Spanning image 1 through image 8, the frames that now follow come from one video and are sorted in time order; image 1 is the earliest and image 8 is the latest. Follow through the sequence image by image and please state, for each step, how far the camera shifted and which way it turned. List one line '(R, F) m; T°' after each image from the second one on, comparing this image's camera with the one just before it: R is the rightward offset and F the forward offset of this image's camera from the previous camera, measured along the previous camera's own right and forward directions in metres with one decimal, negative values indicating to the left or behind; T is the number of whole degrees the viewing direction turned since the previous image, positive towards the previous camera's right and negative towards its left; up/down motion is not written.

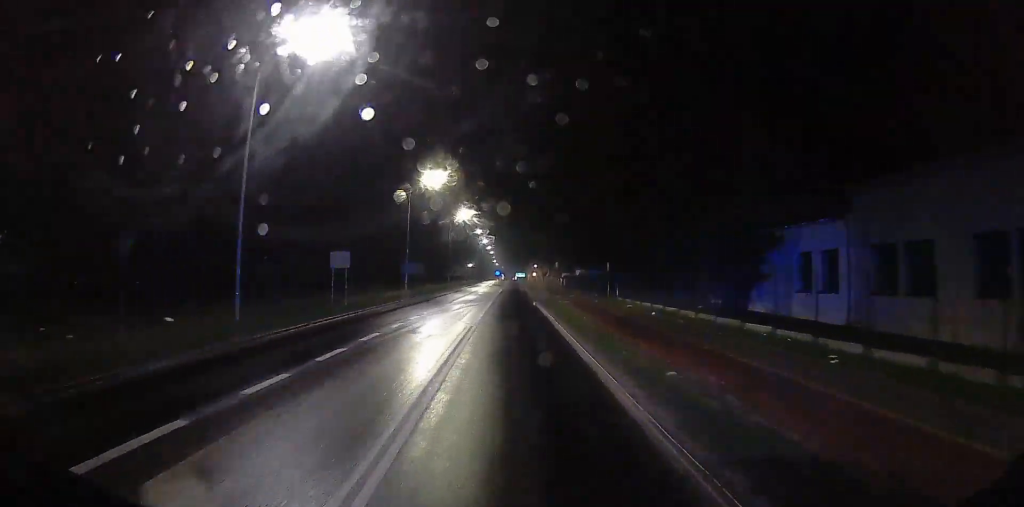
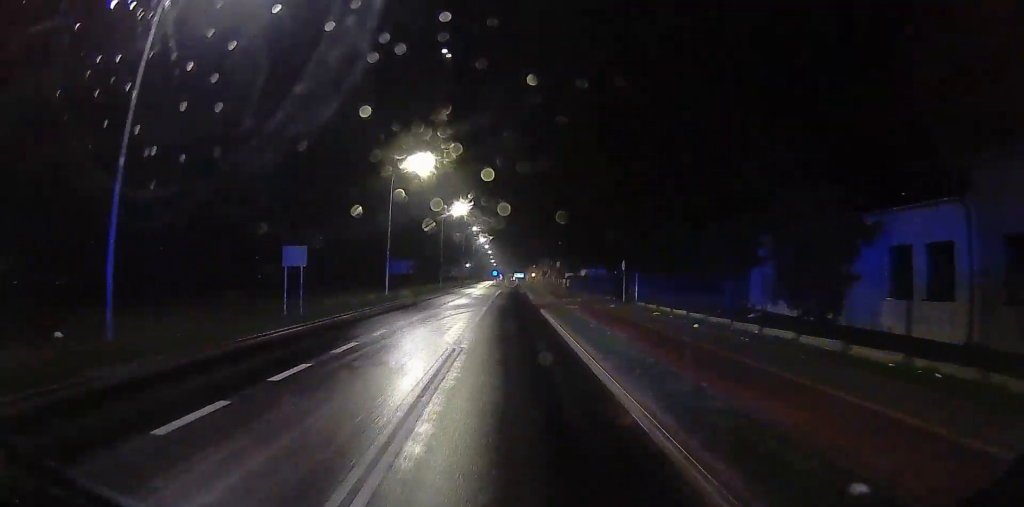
(0.0, +6.8) m; 0°
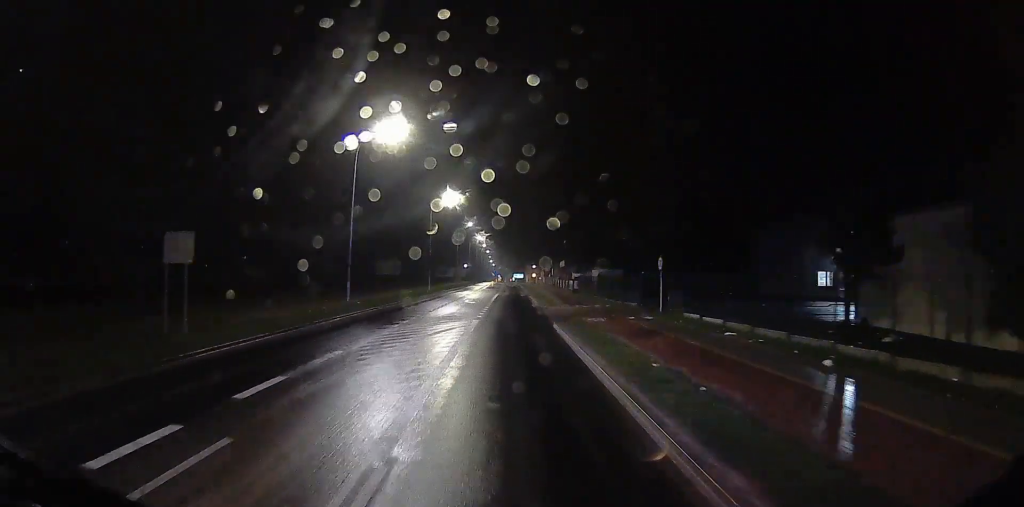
(0.0, +9.7) m; 0°
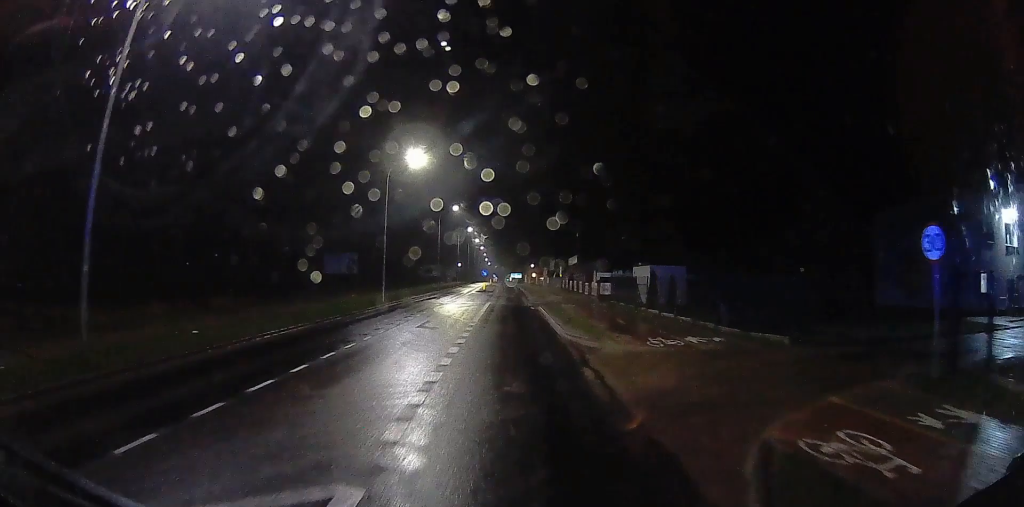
(0.0, +20.8) m; 0°
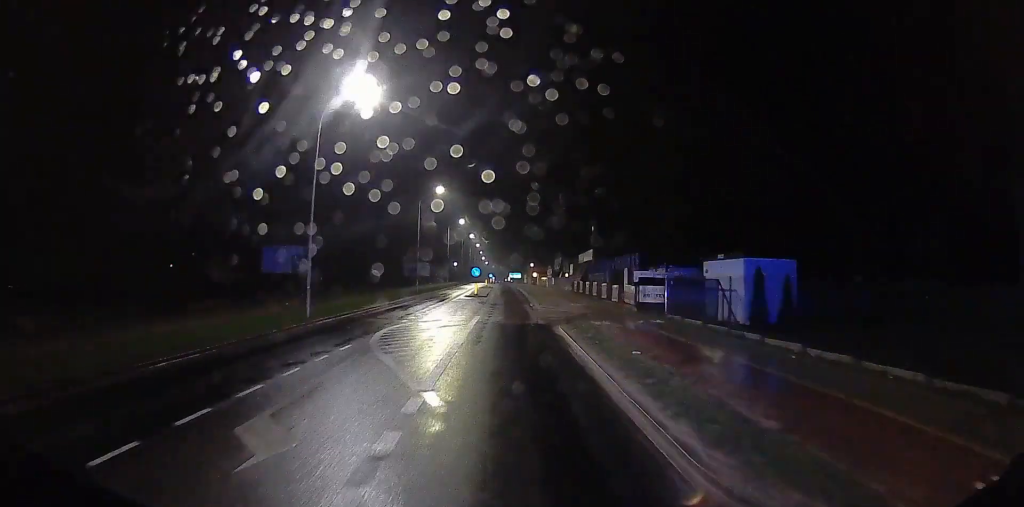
(0.0, +14.6) m; 0°
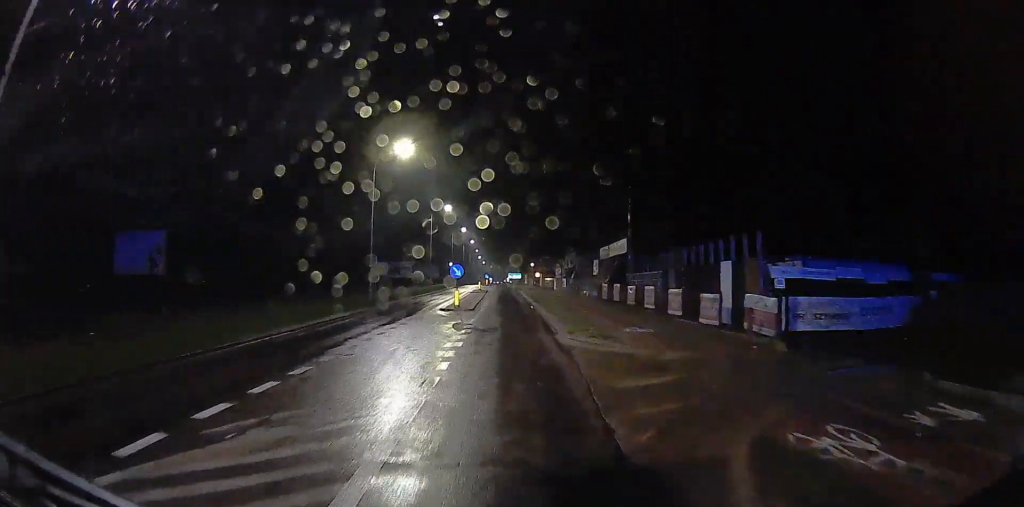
(0.0, +18.3) m; 0°
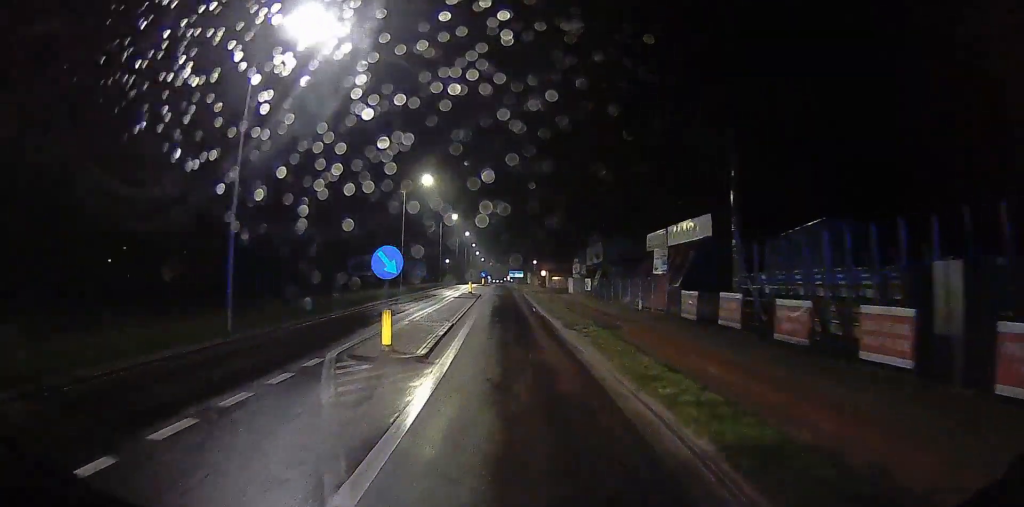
(0.0, +19.2) m; 0°
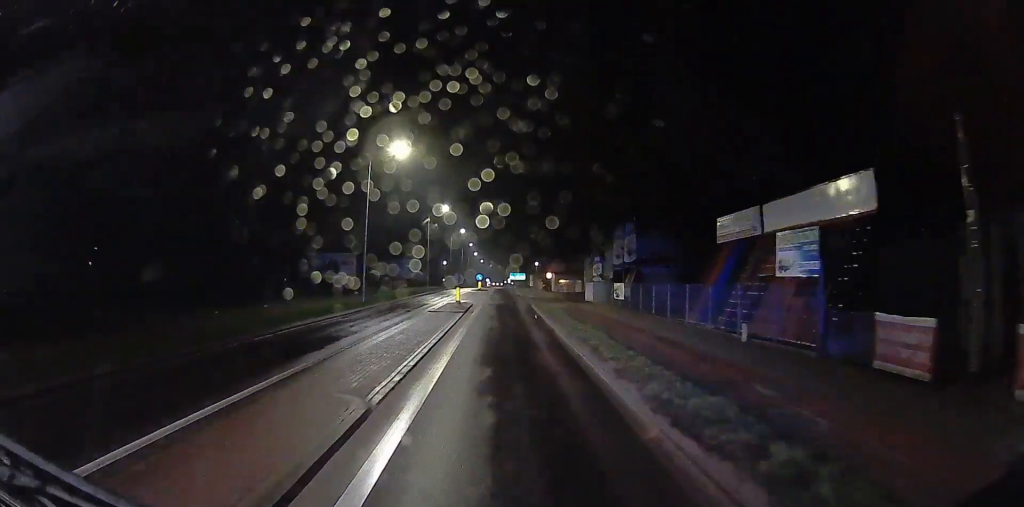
(0.0, +13.3) m; 0°
